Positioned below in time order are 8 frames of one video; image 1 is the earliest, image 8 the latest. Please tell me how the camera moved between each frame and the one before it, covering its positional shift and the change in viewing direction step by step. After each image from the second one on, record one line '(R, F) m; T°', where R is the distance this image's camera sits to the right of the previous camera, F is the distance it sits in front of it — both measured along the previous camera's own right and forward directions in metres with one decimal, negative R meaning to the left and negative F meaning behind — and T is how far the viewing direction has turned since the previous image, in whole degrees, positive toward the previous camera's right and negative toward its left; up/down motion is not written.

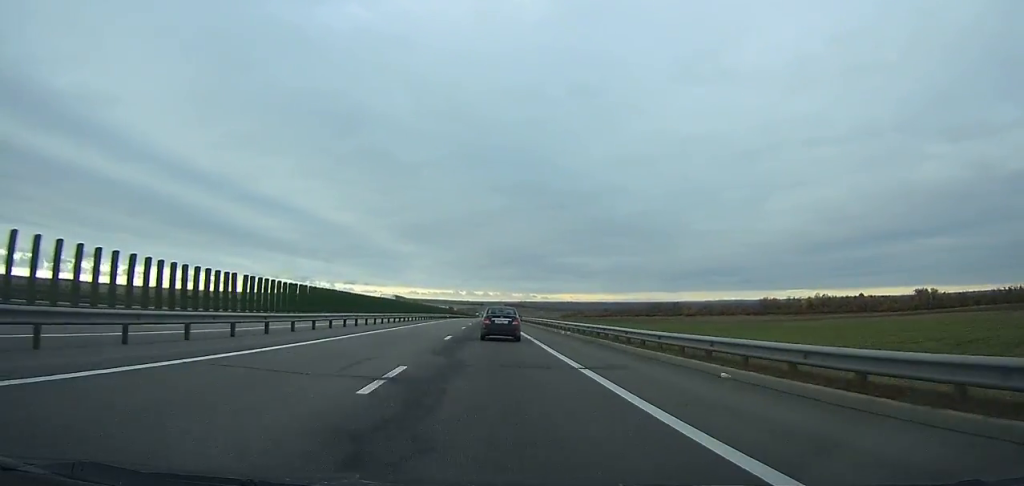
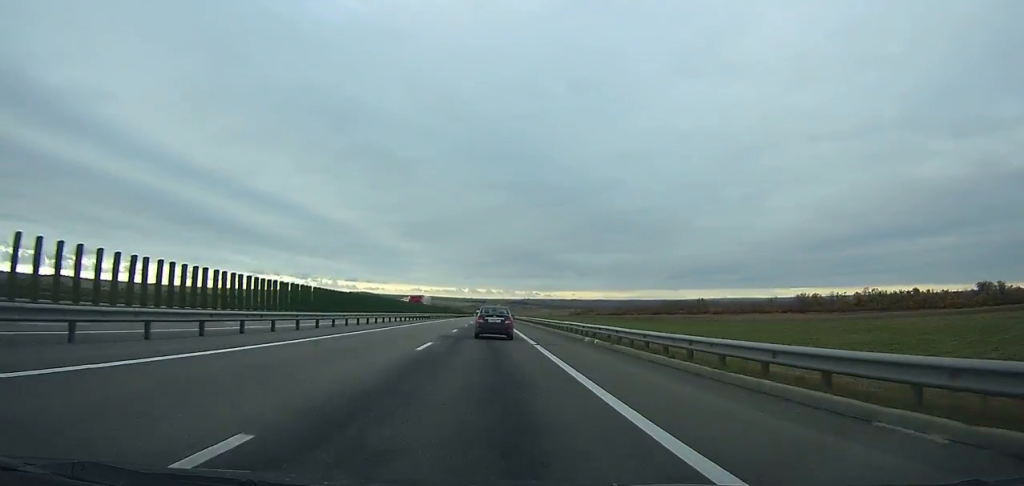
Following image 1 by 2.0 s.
(0.0, +58.2) m; 0°
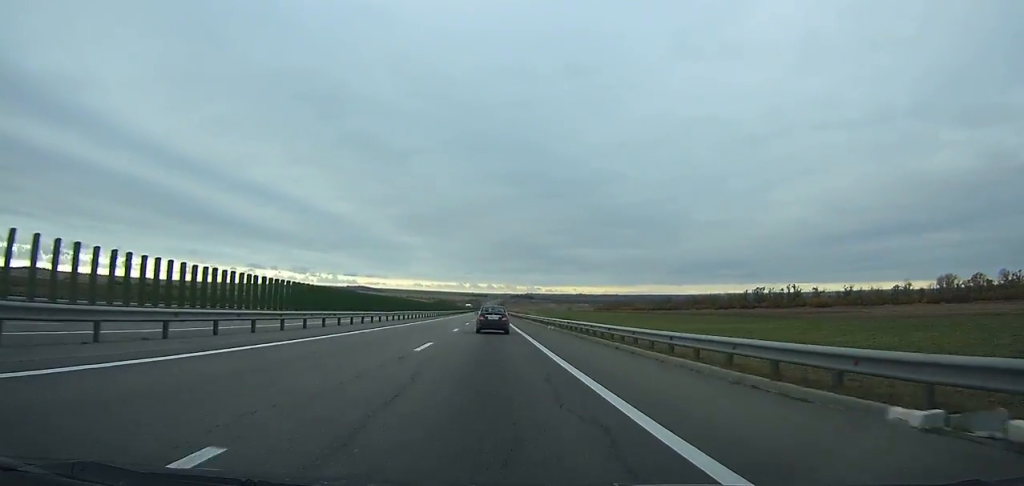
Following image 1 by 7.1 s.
(+0.1, +149.6) m; 0°
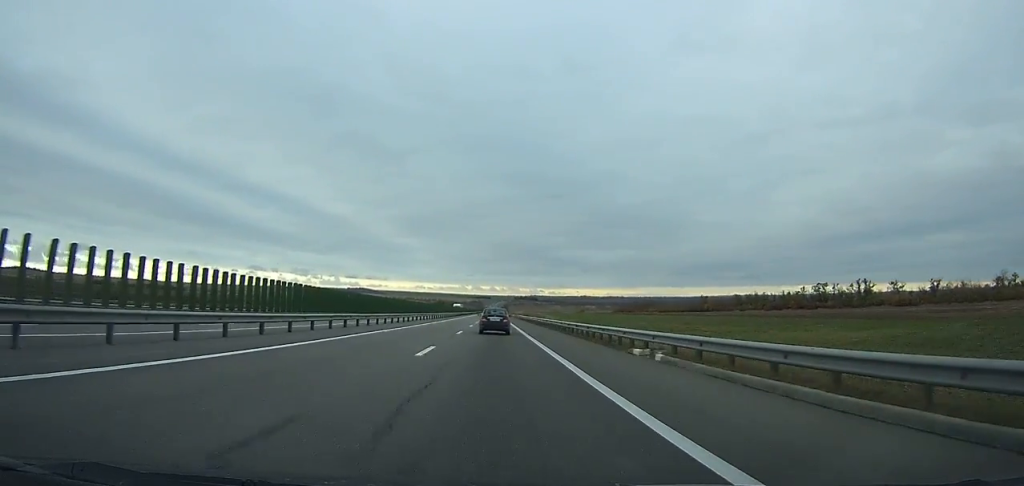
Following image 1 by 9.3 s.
(-0.1, +64.1) m; 0°
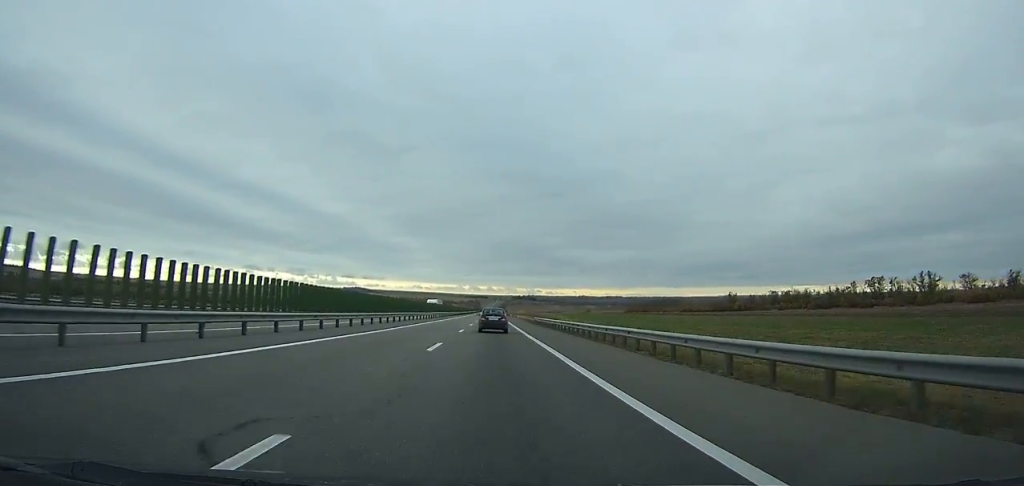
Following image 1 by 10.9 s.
(-0.1, +46.1) m; 0°
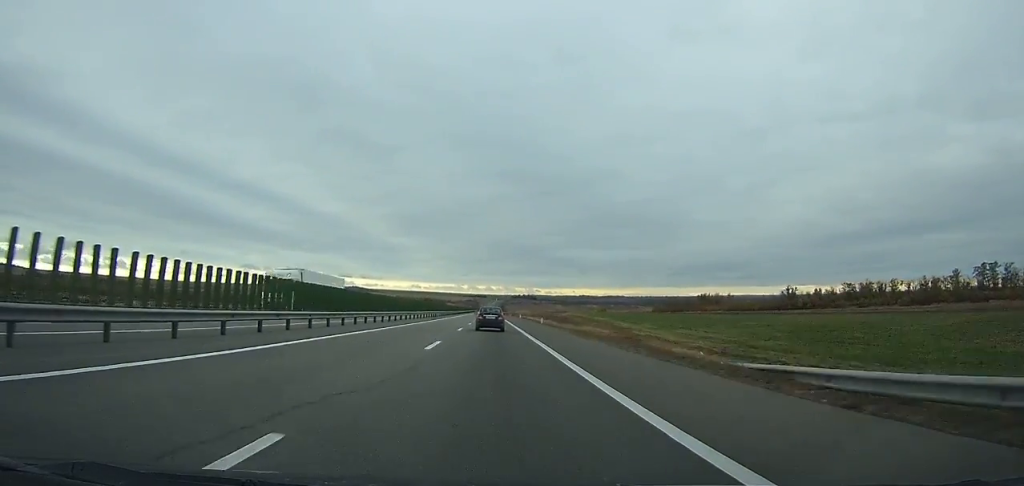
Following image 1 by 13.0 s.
(0.0, +59.4) m; 0°
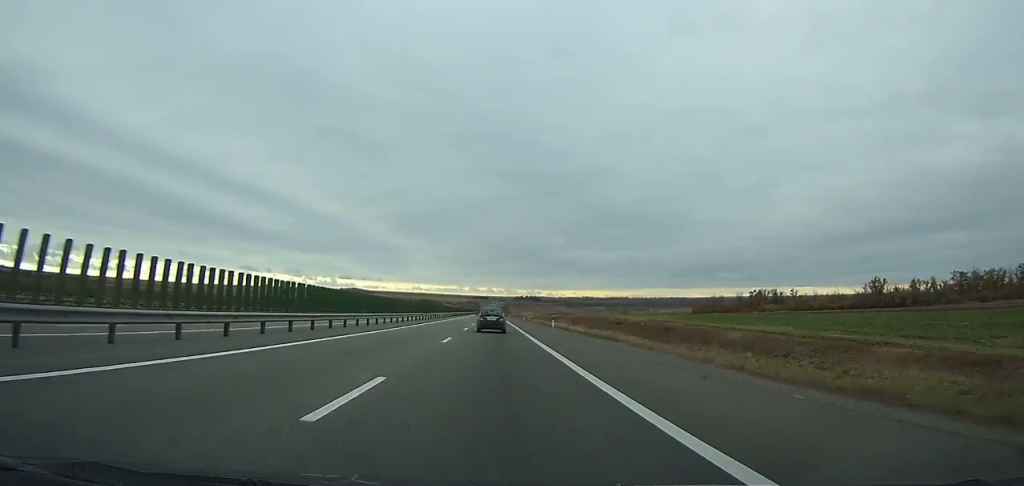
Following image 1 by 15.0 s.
(+0.1, +58.6) m; 0°
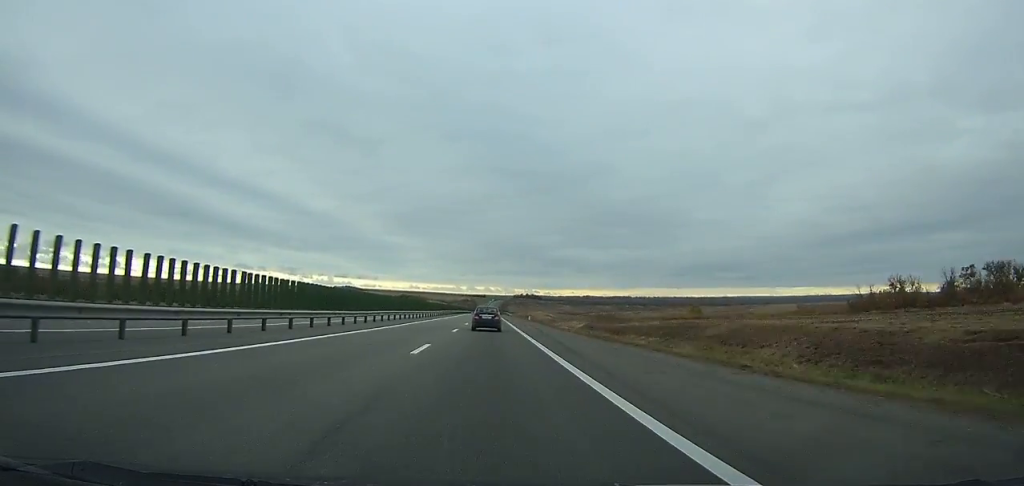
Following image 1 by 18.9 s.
(+0.1, +119.2) m; 0°
